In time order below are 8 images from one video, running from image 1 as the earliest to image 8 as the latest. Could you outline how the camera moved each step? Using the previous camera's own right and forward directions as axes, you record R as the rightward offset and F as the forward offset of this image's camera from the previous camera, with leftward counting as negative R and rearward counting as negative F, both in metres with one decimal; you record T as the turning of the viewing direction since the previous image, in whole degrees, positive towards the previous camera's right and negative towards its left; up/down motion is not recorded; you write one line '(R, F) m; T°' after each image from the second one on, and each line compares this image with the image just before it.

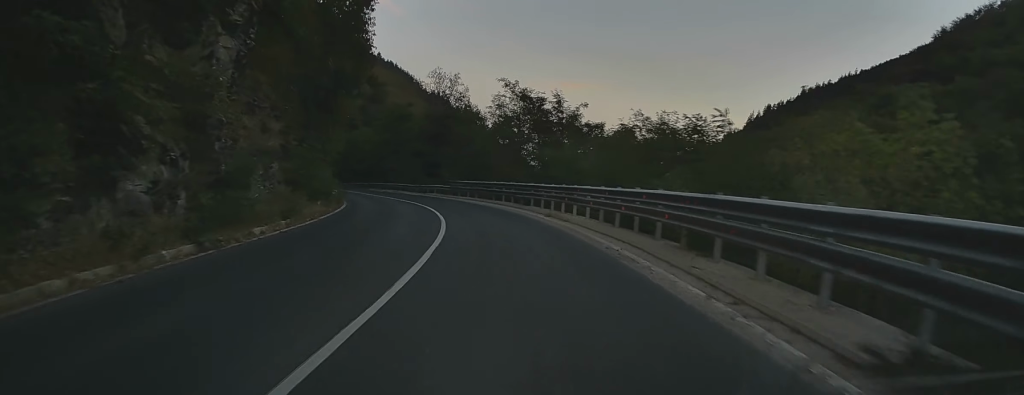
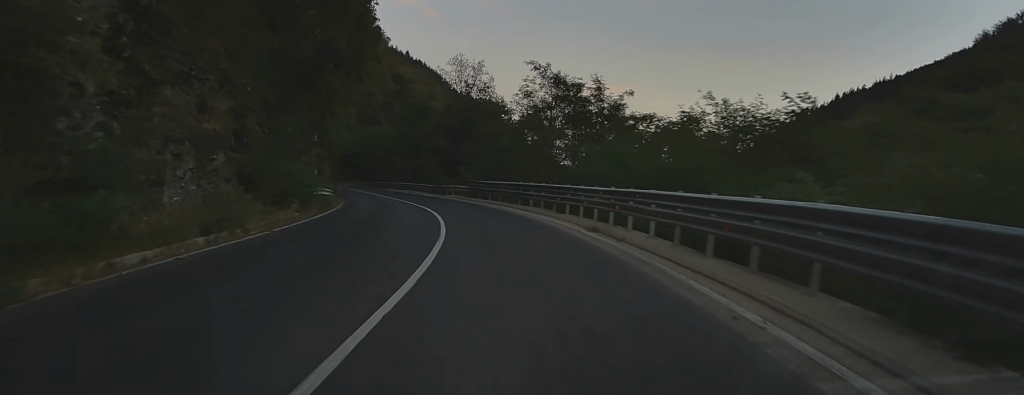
(-0.1, +7.2) m; -2°
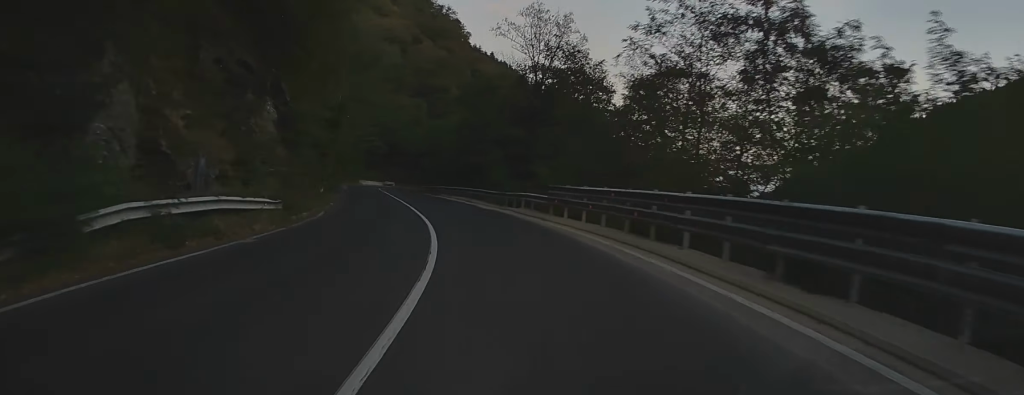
(-0.8, +18.3) m; -6°
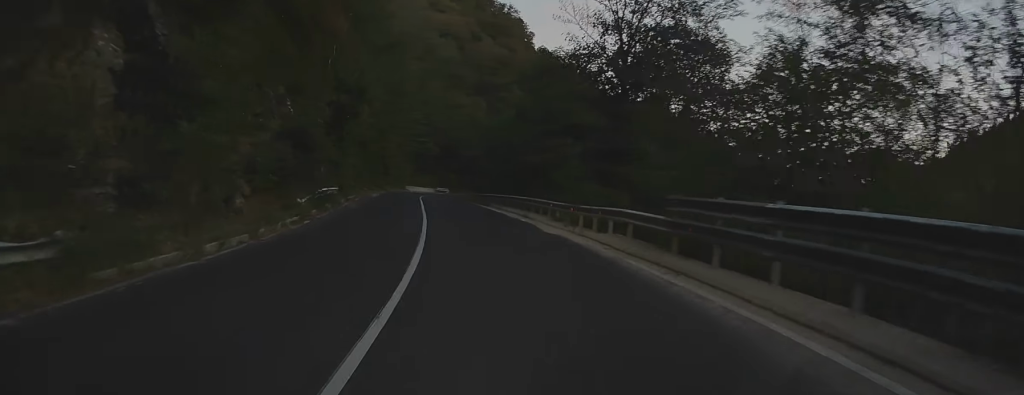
(-0.5, +12.2) m; -5°
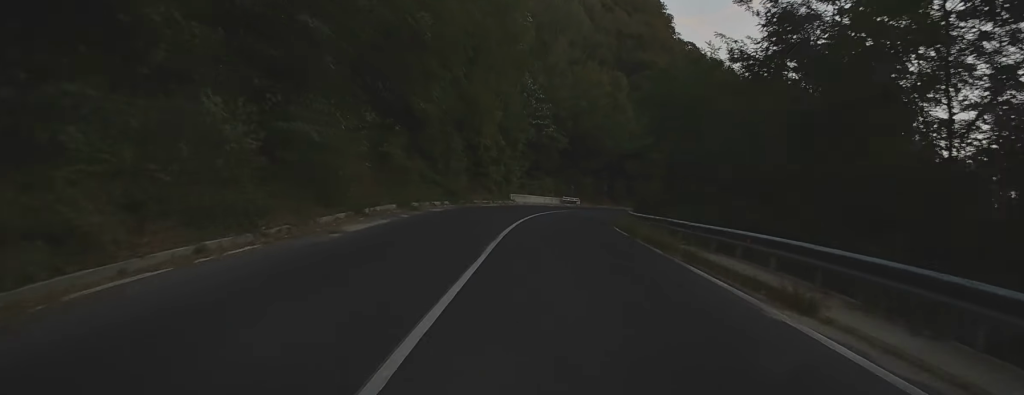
(-3.5, +34.8) m; -7°
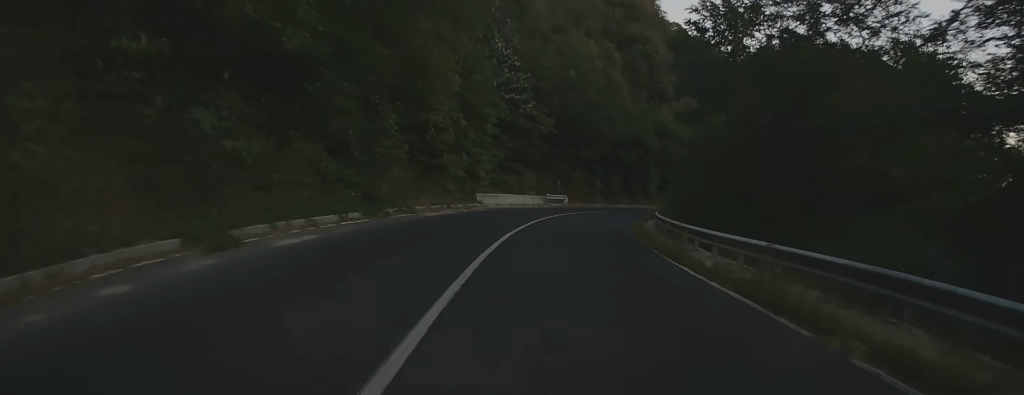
(+0.1, +15.4) m; +2°
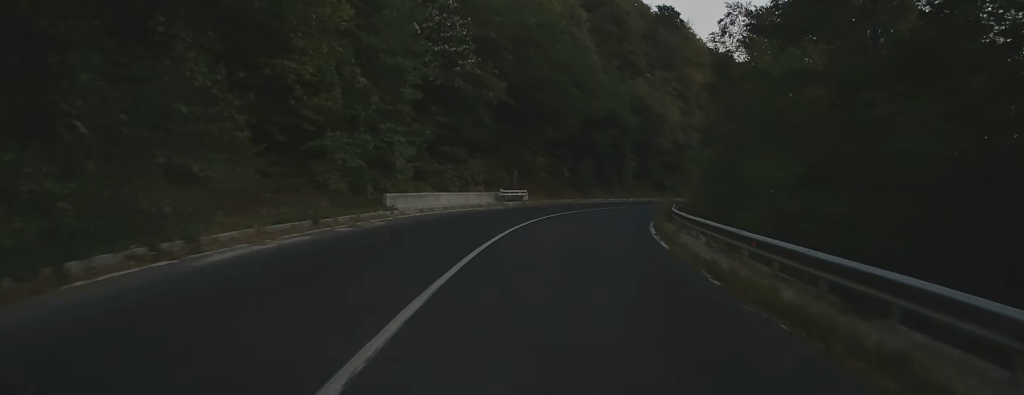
(+0.5, +15.0) m; +5°
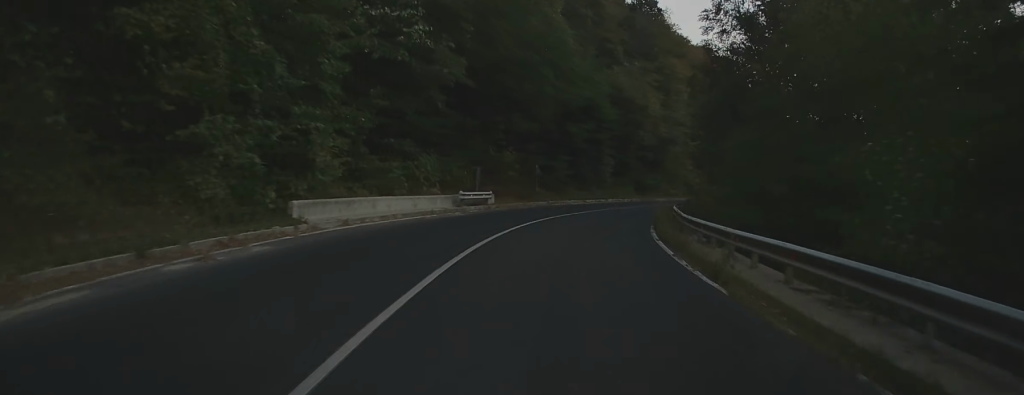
(-0.1, +7.0) m; +3°
